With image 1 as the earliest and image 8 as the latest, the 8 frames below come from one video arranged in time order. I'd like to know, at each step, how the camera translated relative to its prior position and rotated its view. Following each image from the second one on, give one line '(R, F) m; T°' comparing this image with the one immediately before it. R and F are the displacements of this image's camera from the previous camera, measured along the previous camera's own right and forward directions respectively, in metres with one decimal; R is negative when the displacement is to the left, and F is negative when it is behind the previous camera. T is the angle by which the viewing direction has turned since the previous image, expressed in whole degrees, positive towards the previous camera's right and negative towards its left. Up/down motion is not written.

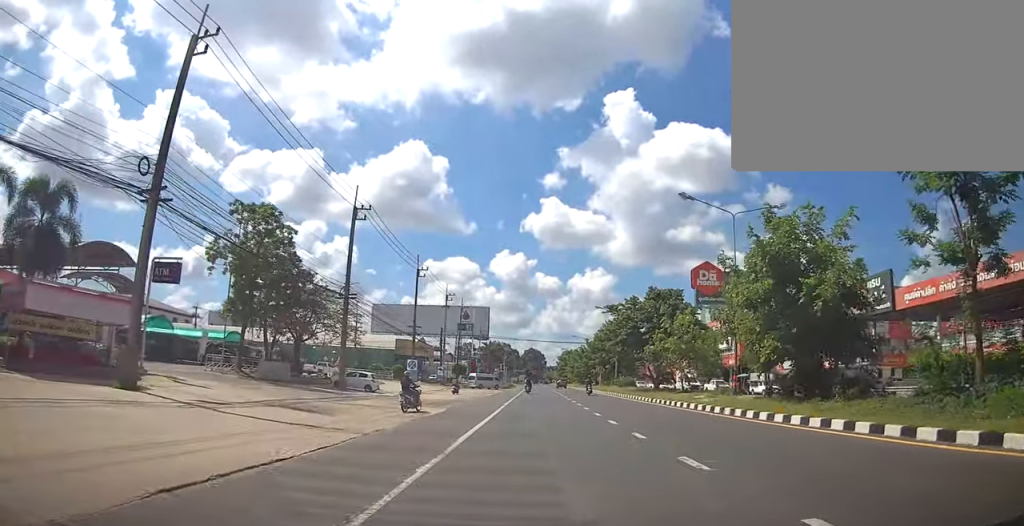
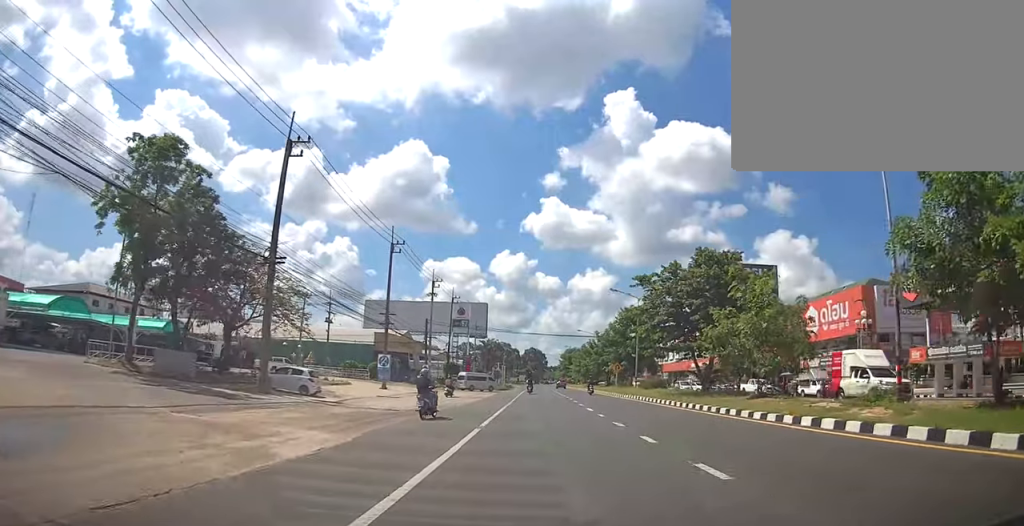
(+0.2, +13.3) m; +1°
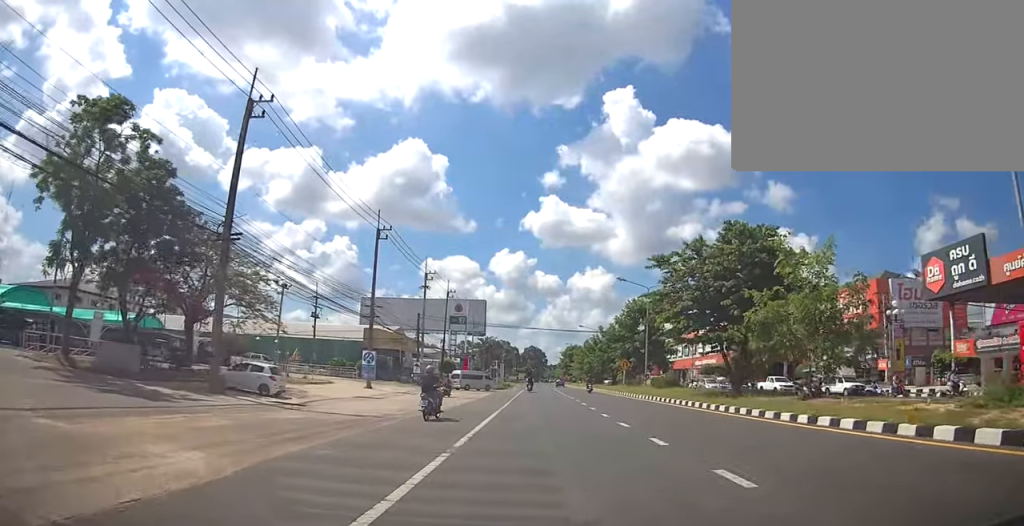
(-0.1, +5.0) m; 0°
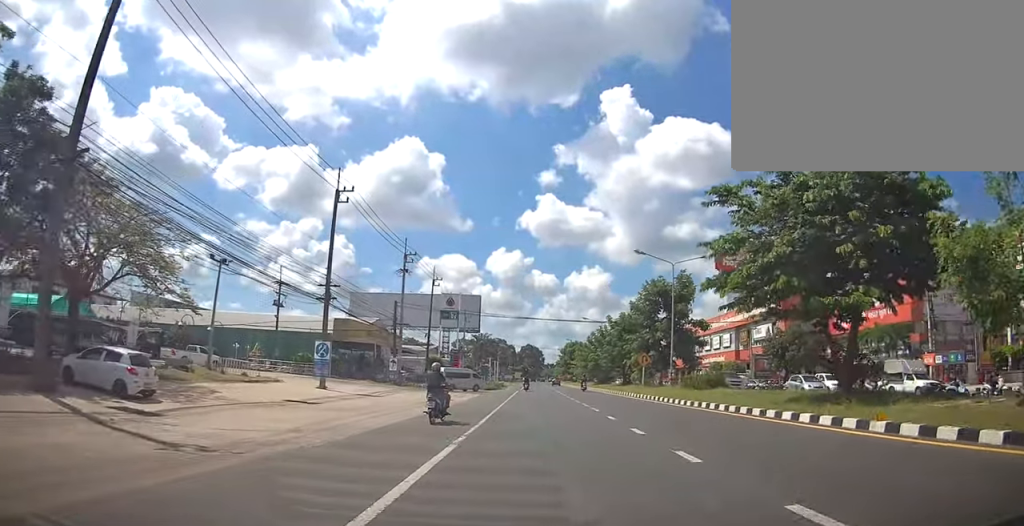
(+0.3, +10.3) m; +4°
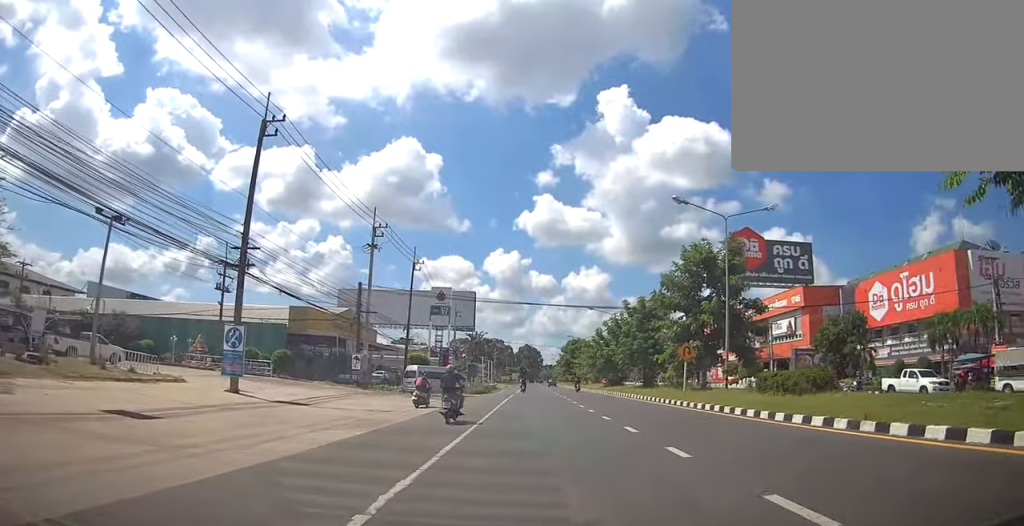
(+0.6, +11.7) m; 0°
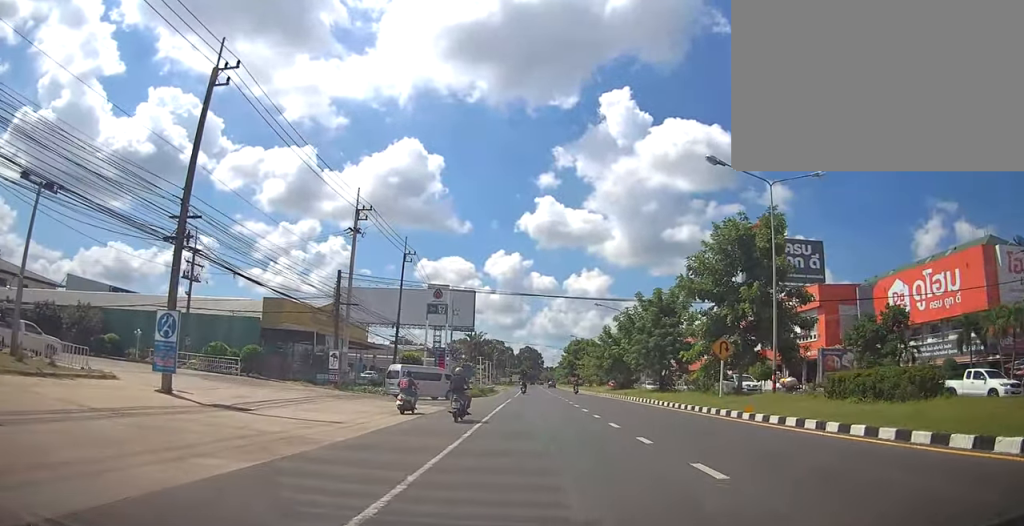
(-0.3, +5.7) m; -2°
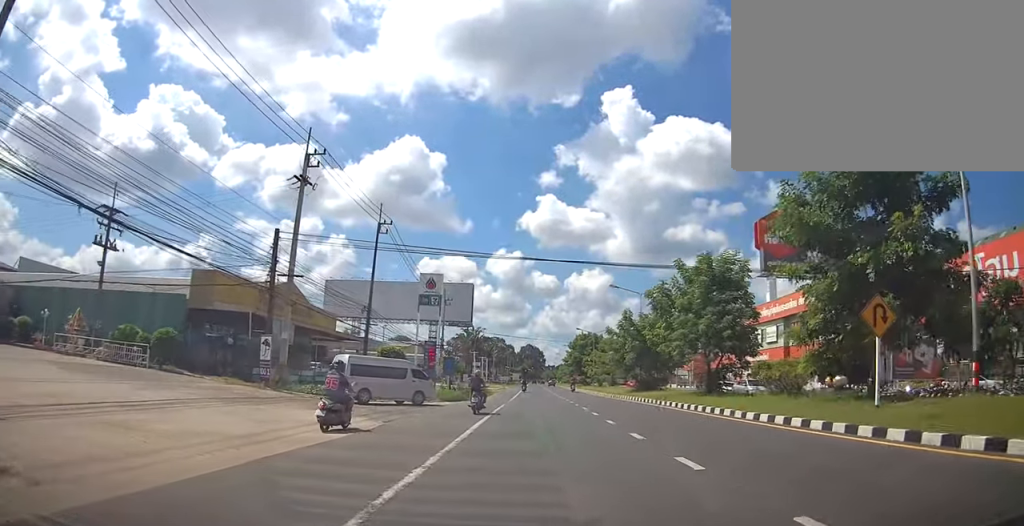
(-0.4, +11.5) m; 0°
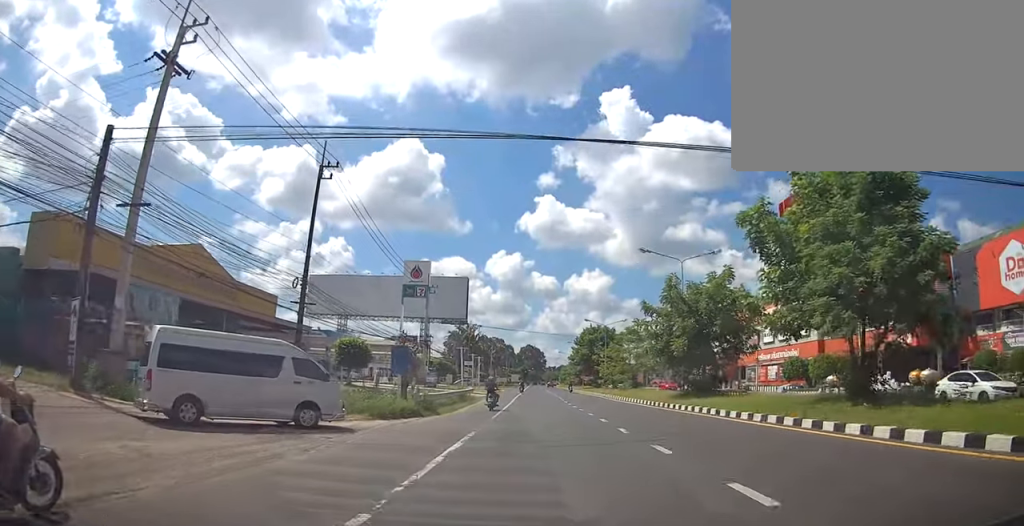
(+0.5, +14.3) m; 0°
